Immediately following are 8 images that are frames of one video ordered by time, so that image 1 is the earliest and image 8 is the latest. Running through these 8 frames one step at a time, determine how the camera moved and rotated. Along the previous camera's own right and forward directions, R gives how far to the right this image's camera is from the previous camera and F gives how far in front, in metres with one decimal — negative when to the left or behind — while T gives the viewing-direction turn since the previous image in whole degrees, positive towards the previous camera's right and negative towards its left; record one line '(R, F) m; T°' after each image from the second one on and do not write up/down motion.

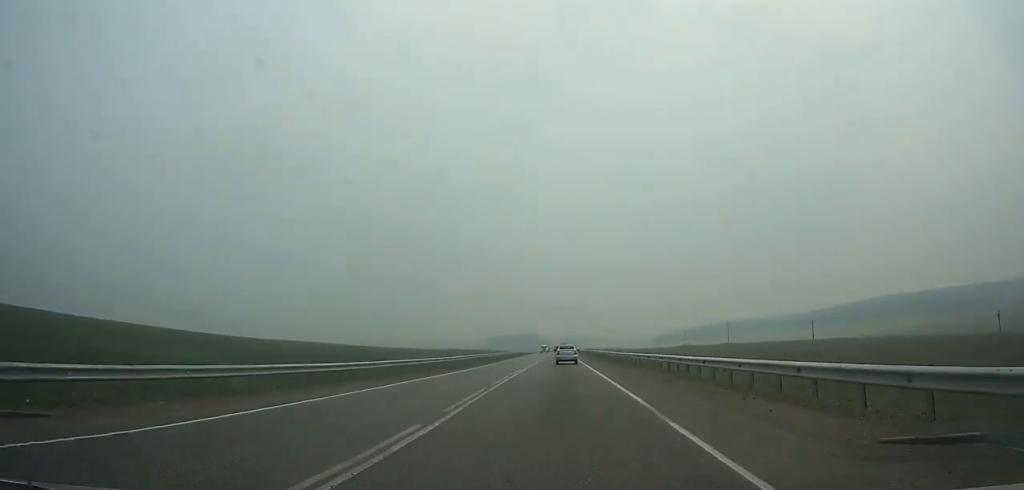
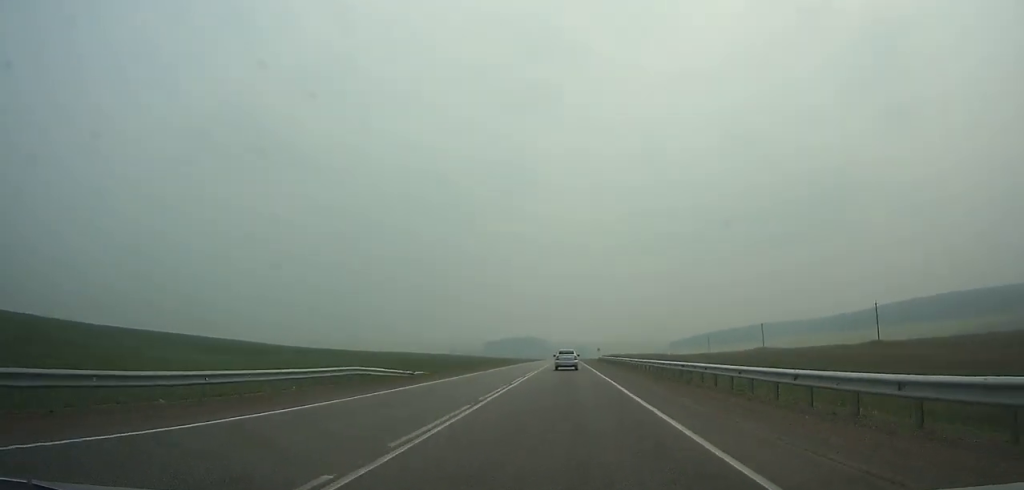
(-0.4, +109.8) m; 0°
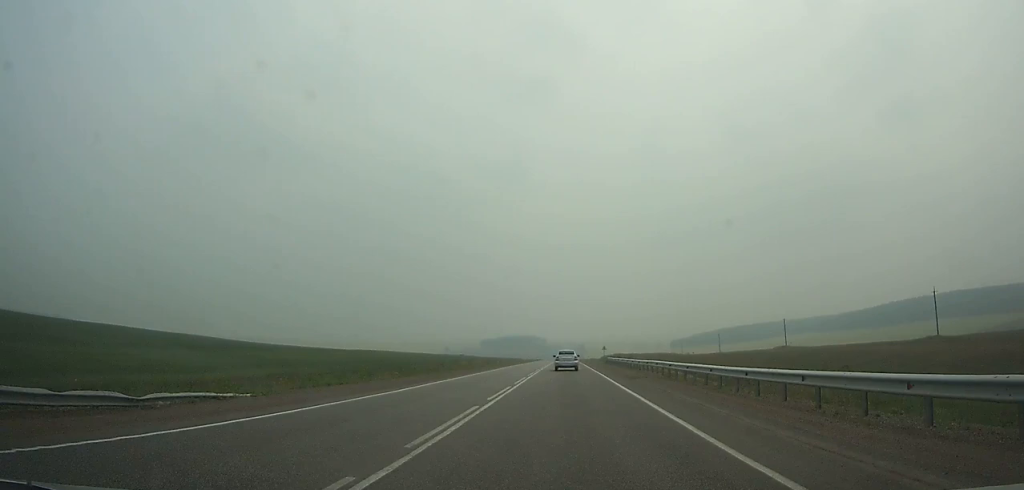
(0.0, +23.6) m; 0°
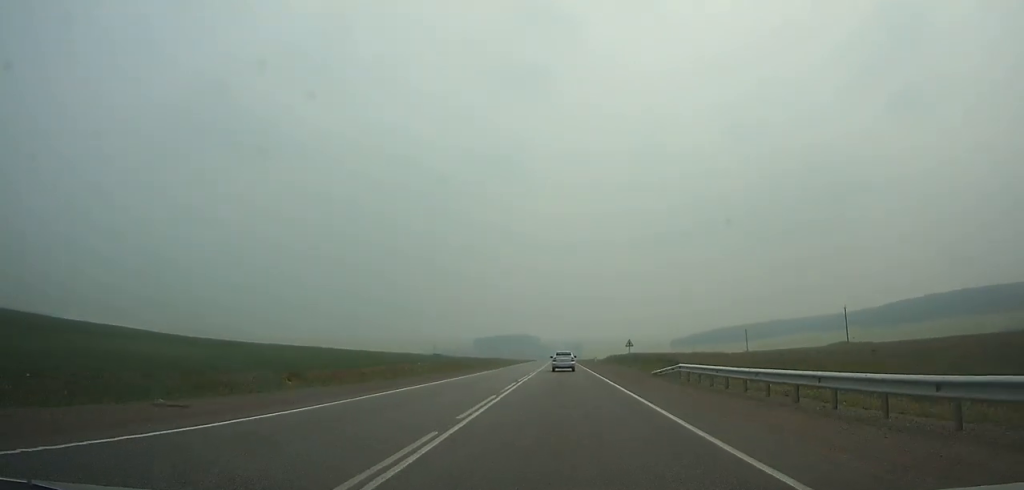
(+0.1, +46.1) m; 0°
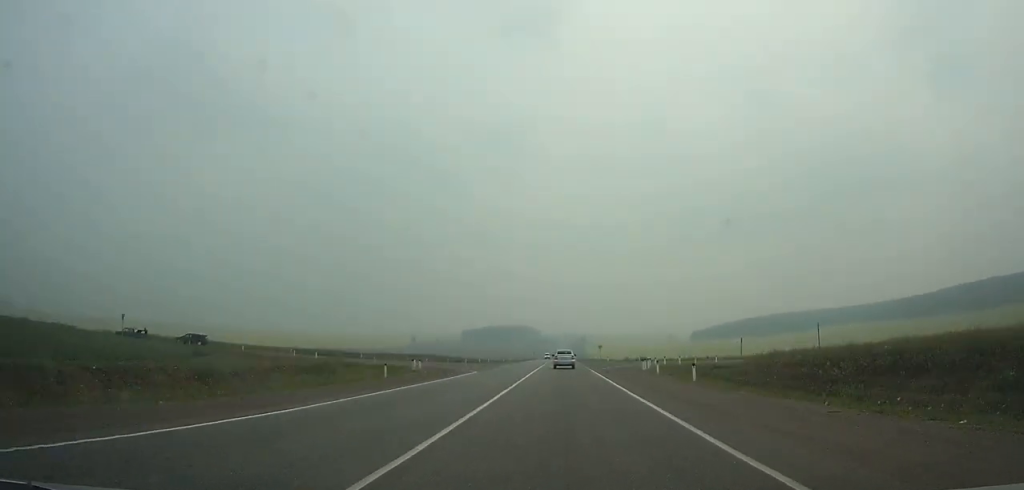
(-0.2, +140.7) m; 0°
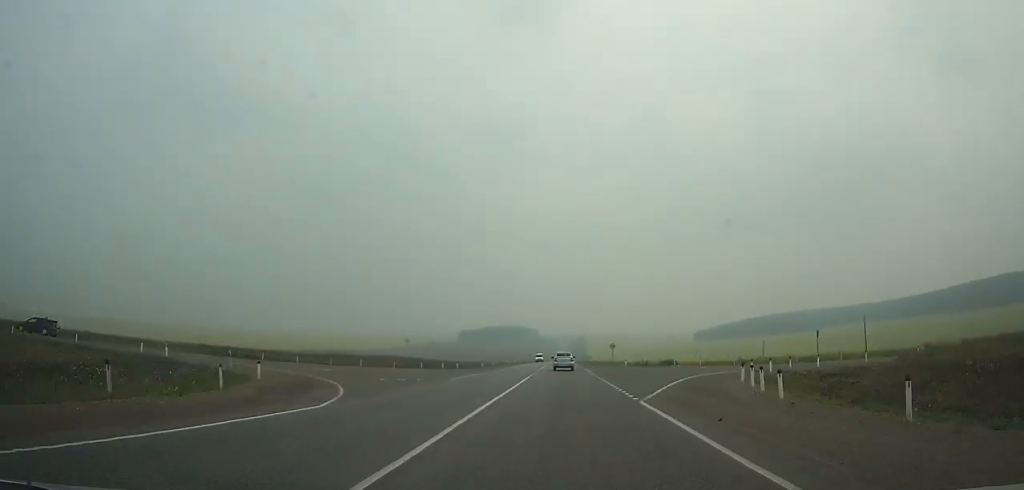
(0.0, +24.9) m; 0°
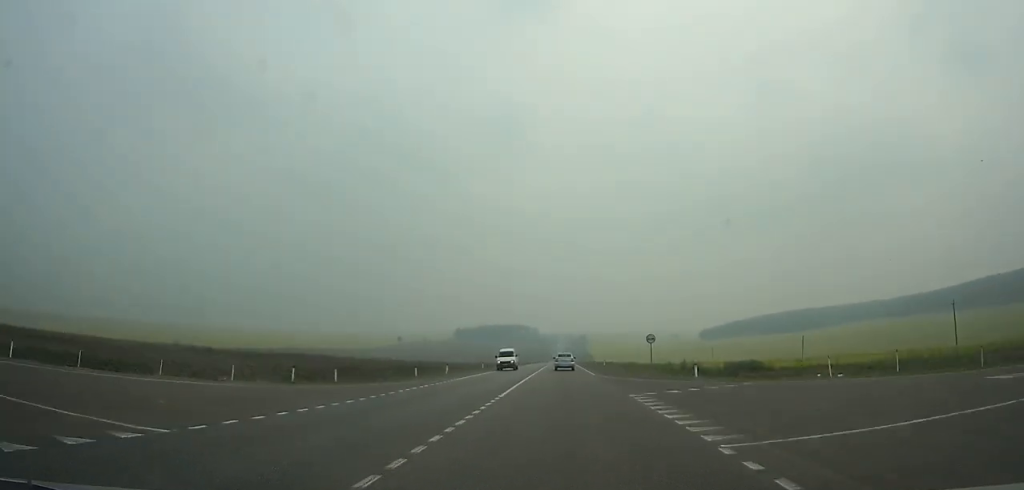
(0.0, +33.5) m; 0°
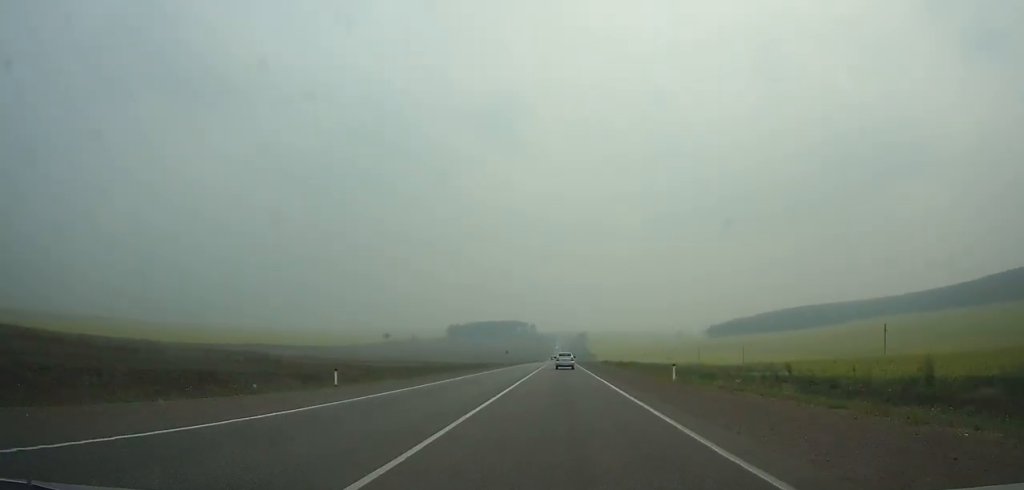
(0.0, +44.8) m; 0°
